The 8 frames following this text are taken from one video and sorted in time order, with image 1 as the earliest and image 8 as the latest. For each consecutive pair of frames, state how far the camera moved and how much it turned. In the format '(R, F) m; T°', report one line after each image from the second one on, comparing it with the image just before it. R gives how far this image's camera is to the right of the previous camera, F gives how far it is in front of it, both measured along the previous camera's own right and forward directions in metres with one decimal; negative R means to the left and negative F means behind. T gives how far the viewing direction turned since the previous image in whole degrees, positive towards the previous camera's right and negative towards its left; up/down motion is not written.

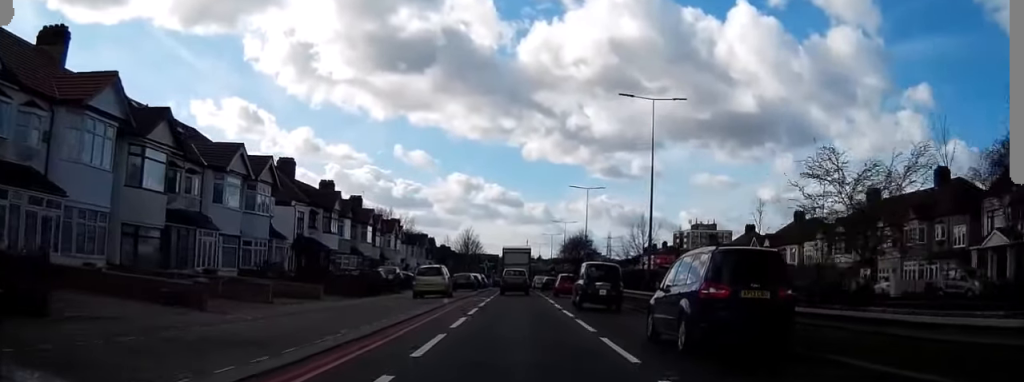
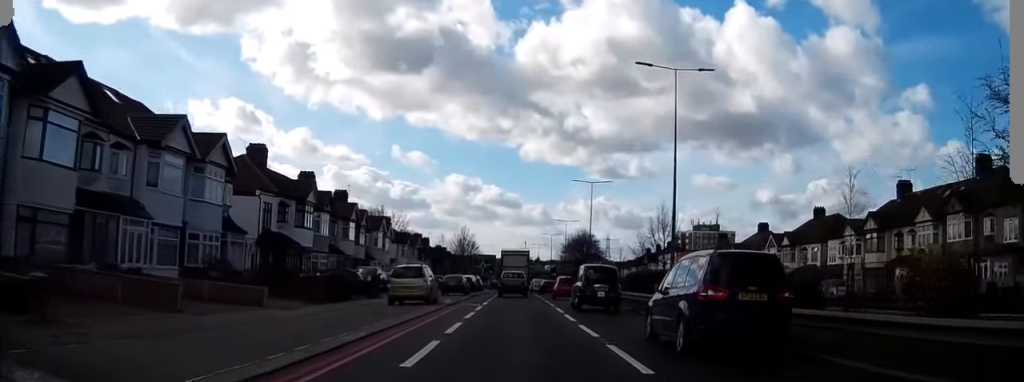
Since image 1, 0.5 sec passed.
(0.0, +7.0) m; 0°
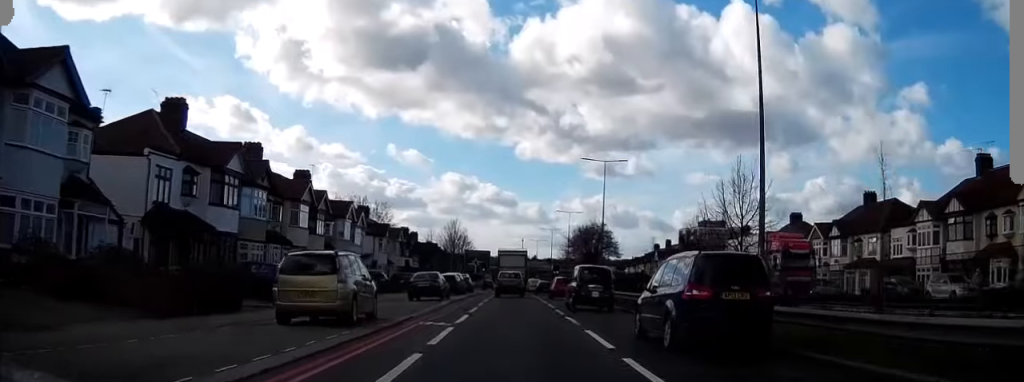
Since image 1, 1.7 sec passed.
(+0.1, +14.7) m; 0°
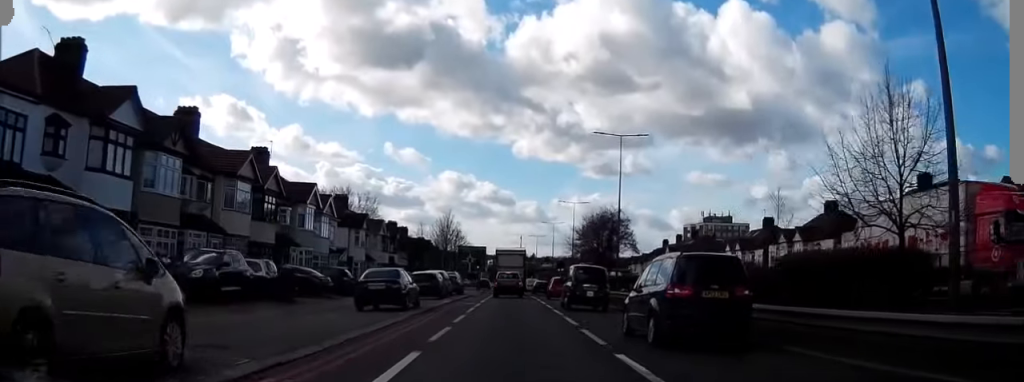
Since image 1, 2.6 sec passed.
(0.0, +11.6) m; 0°
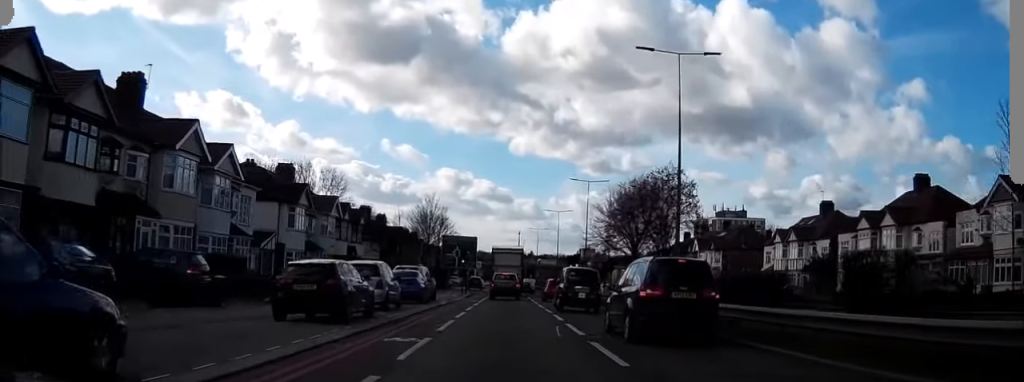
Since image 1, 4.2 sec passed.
(0.0, +20.7) m; +1°
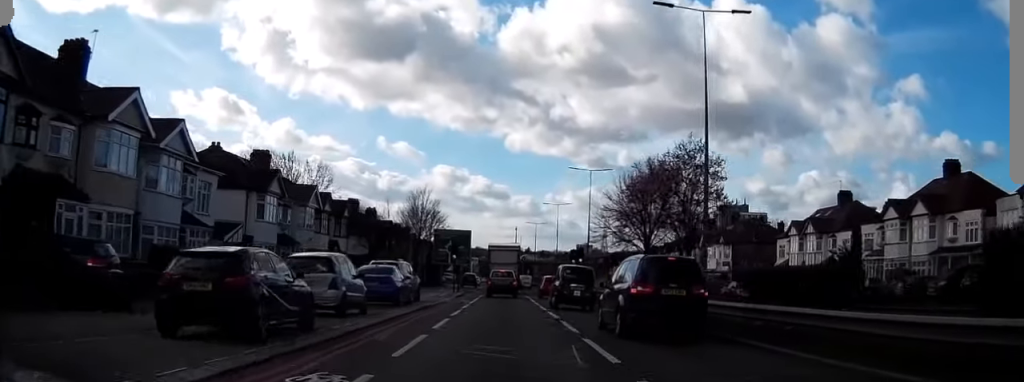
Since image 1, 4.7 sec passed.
(0.0, +5.7) m; 0°
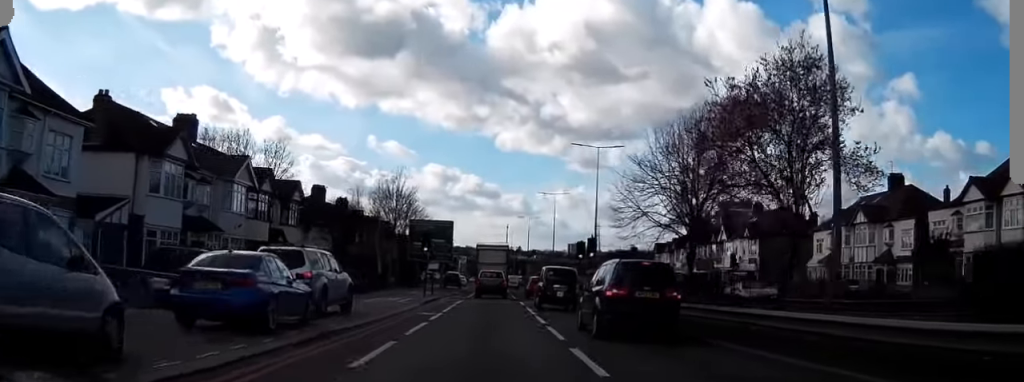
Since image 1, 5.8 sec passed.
(+0.1, +13.2) m; +1°
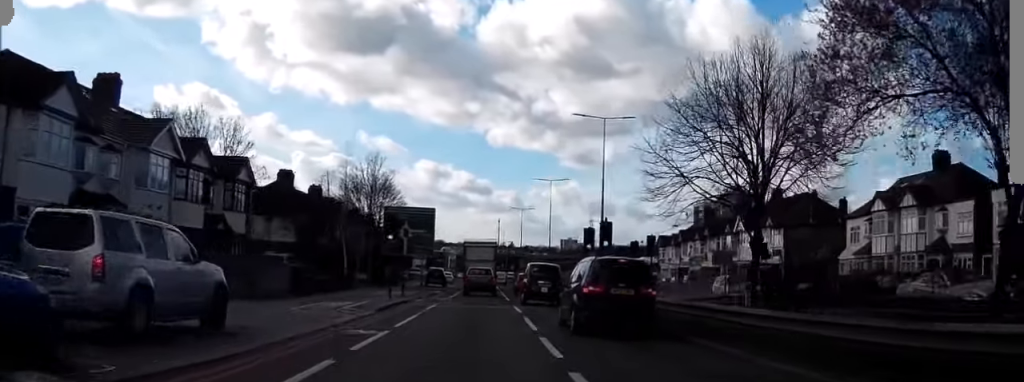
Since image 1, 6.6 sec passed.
(+0.1, +9.5) m; 0°
